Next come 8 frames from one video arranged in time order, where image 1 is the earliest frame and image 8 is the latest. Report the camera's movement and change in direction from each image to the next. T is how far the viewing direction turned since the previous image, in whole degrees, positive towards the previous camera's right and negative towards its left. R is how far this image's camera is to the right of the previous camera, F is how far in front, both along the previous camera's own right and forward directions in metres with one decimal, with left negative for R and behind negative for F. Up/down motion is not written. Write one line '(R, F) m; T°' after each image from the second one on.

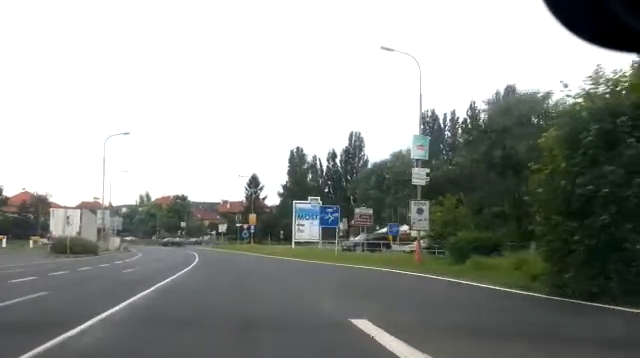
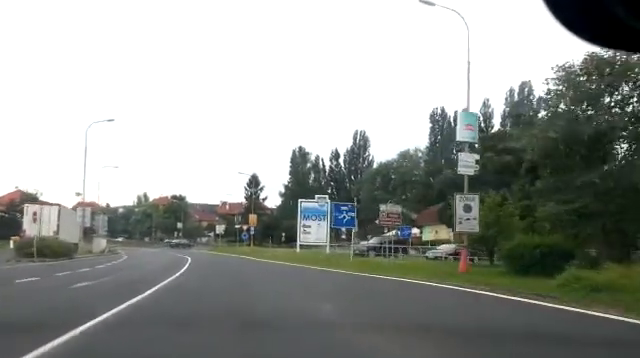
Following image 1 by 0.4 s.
(0.0, +5.5) m; 0°
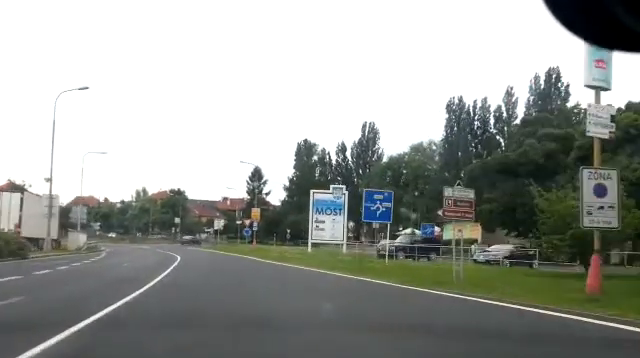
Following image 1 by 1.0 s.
(0.0, +7.4) m; 0°
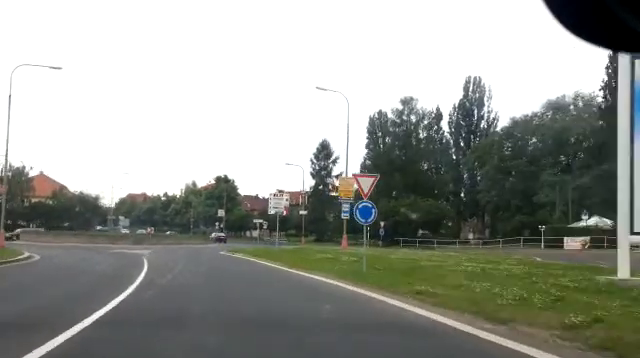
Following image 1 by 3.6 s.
(-0.2, +30.6) m; -4°
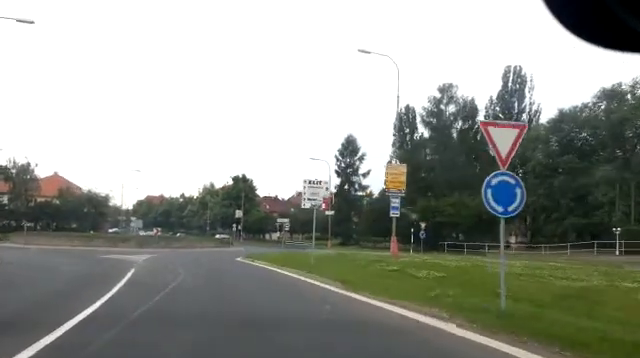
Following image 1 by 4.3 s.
(-0.4, +7.1) m; -1°
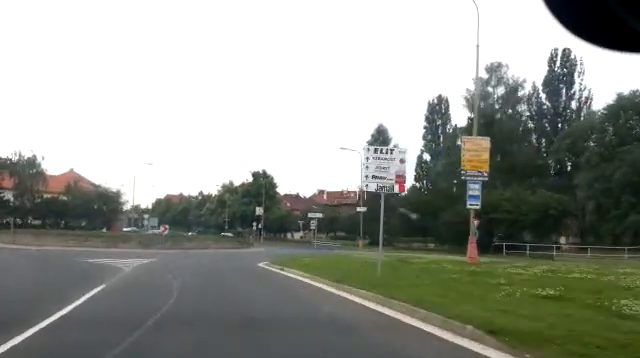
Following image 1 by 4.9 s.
(-0.1, +6.8) m; 0°
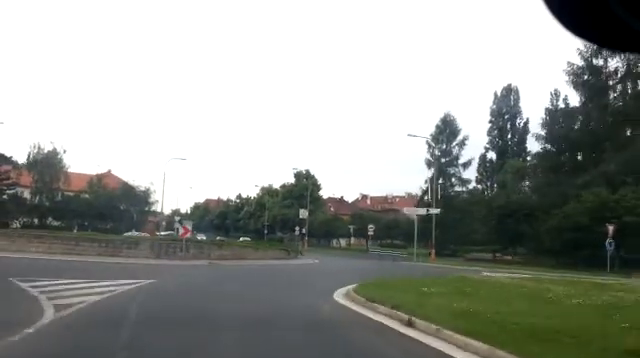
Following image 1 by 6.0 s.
(+0.2, +10.7) m; 0°
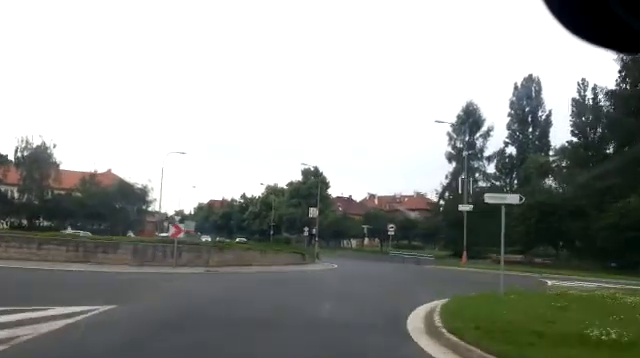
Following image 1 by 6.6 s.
(-0.1, +5.3) m; -1°
